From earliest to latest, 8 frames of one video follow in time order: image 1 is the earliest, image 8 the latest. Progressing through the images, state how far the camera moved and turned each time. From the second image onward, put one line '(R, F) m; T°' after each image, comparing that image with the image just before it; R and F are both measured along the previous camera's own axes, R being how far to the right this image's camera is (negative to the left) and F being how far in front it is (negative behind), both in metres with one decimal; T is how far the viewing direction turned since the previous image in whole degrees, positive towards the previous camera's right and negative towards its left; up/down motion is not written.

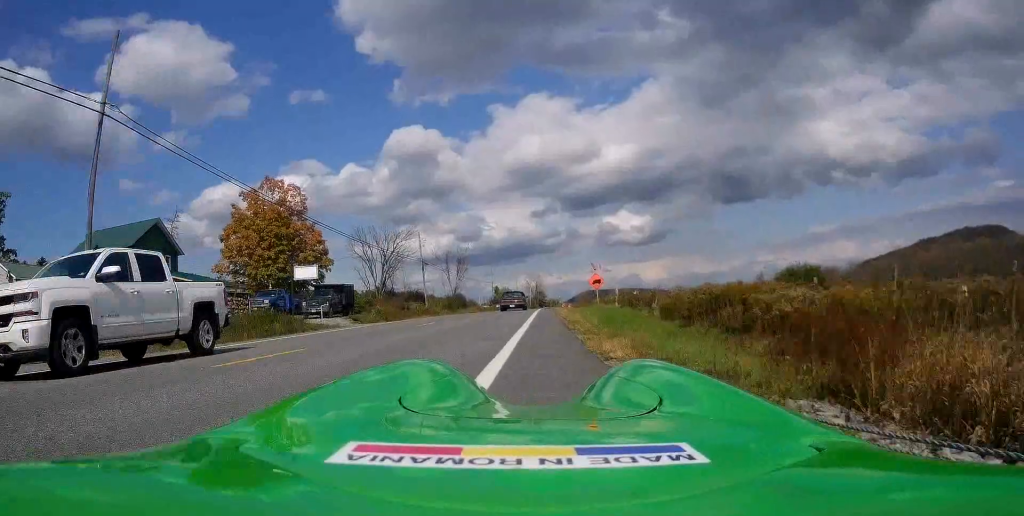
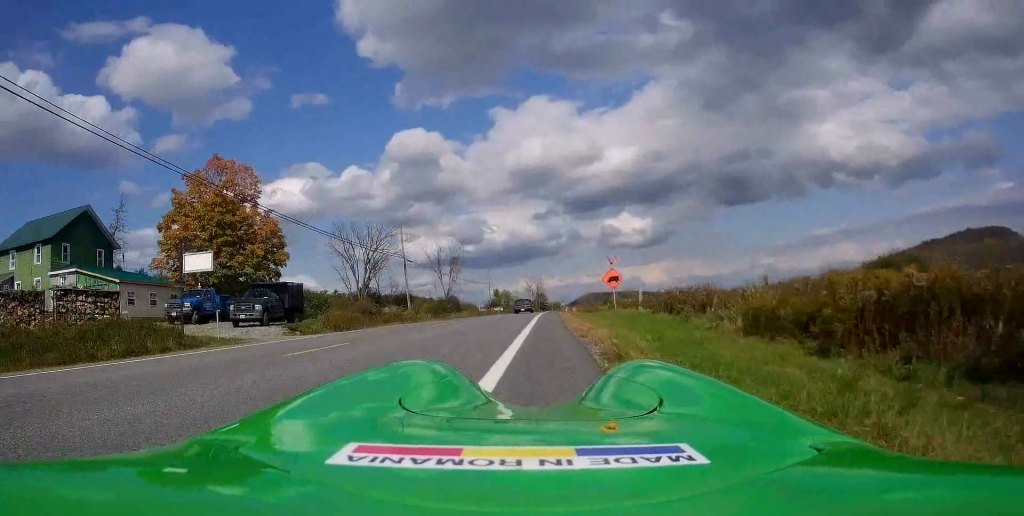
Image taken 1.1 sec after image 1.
(-0.4, +9.6) m; -1°
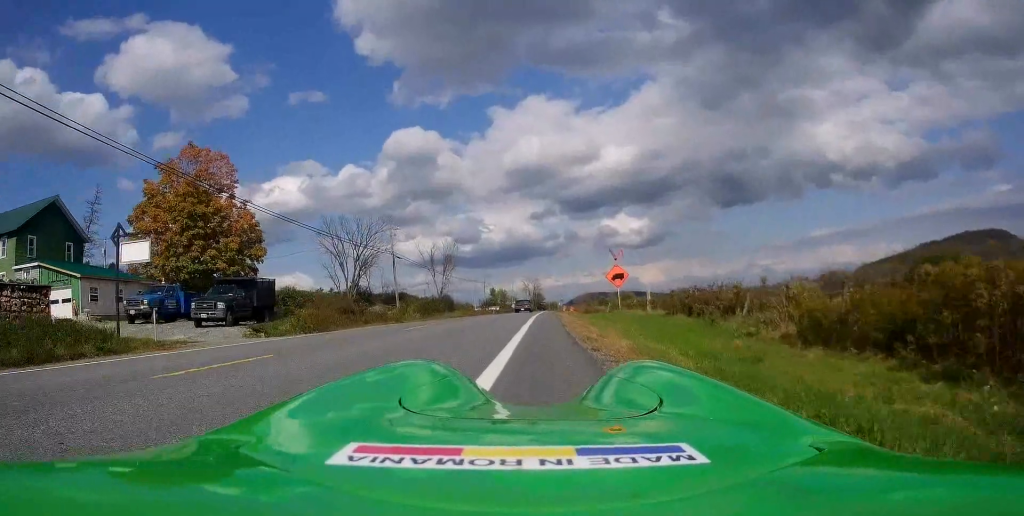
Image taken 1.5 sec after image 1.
(+0.1, +3.6) m; +1°
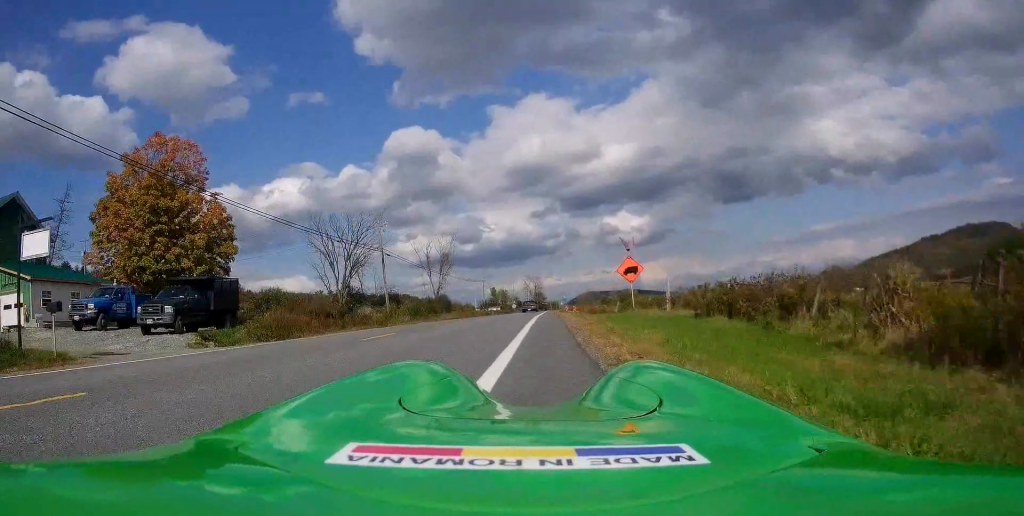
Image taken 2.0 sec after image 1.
(+0.1, +4.2) m; +1°
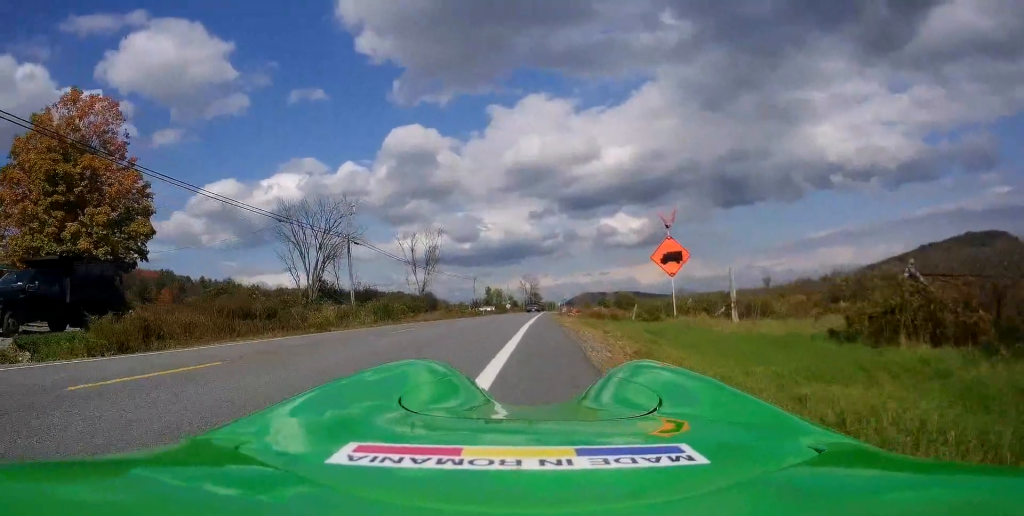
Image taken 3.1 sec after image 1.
(0.0, +8.6) m; +1°
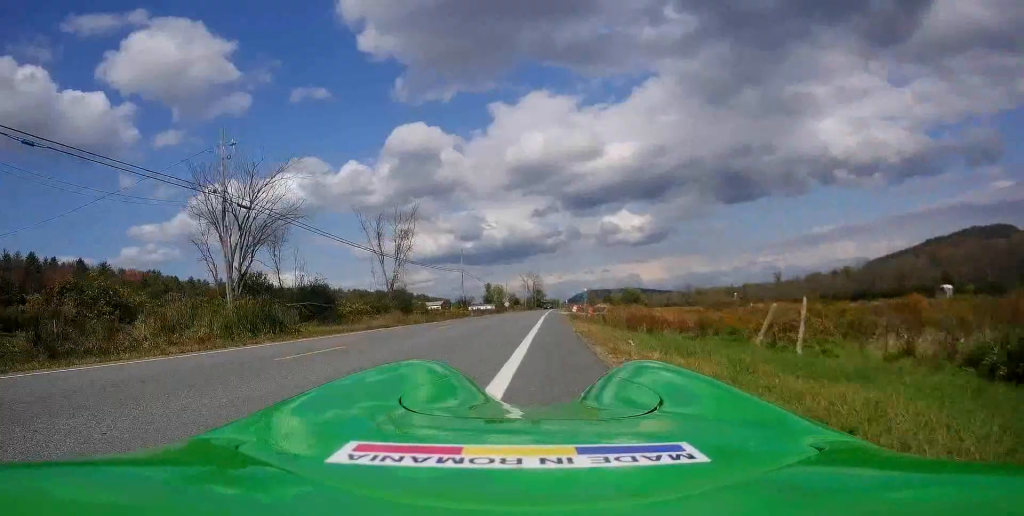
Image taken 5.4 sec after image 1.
(+0.1, +19.3) m; 0°
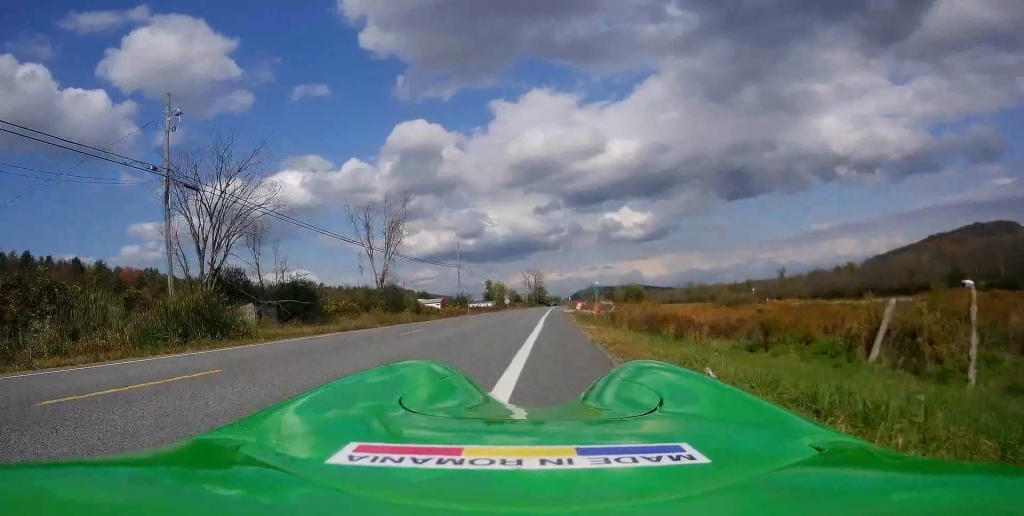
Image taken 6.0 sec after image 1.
(-0.2, +5.2) m; +1°
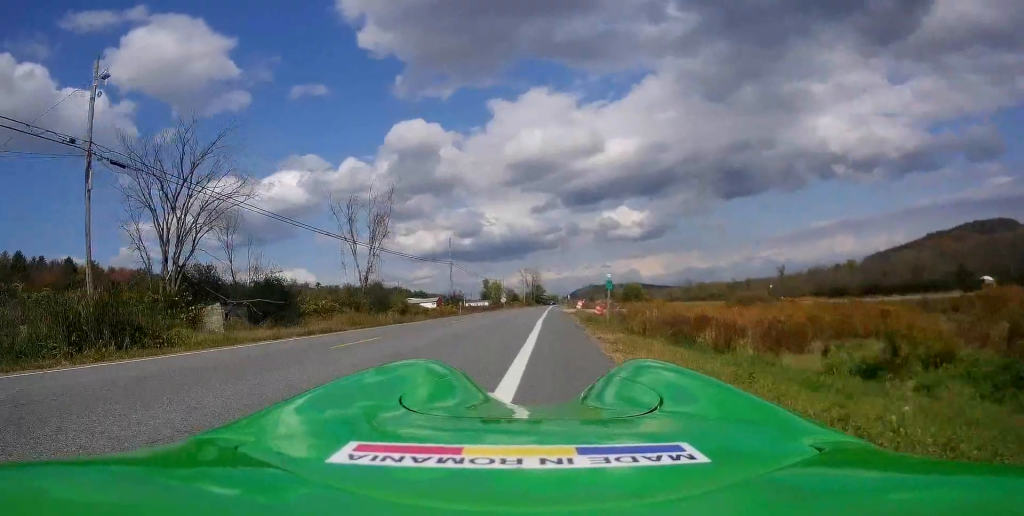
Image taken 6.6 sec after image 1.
(+0.3, +4.9) m; -2°
